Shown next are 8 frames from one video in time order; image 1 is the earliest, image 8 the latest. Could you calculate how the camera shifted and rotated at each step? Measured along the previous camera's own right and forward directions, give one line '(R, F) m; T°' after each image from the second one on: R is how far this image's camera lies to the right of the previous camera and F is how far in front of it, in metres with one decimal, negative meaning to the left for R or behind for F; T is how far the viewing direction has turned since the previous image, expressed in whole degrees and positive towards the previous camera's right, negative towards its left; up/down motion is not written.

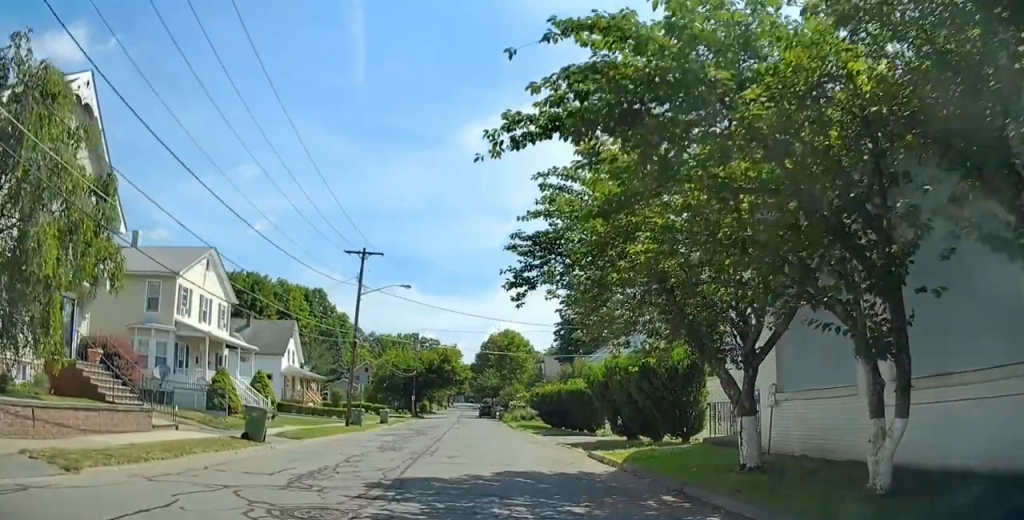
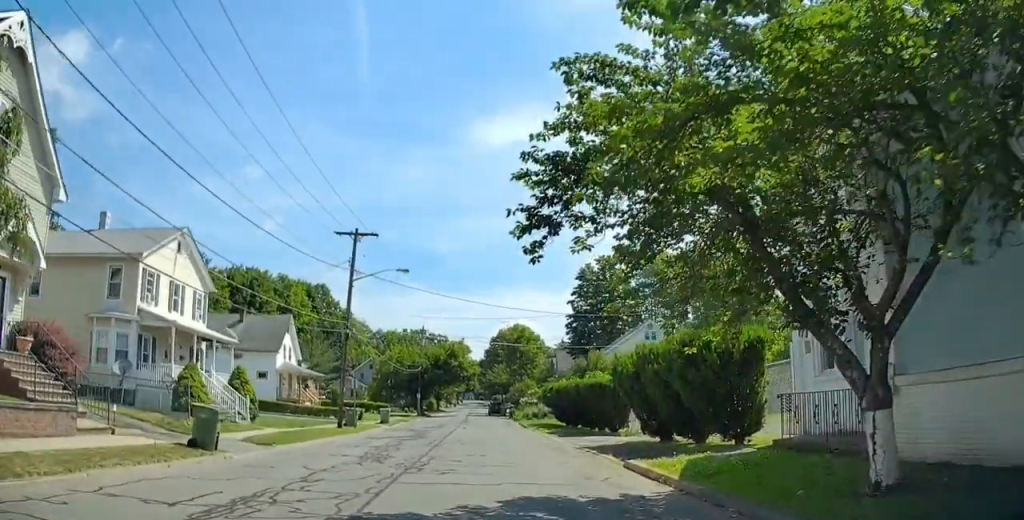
(+0.1, +4.2) m; -5°
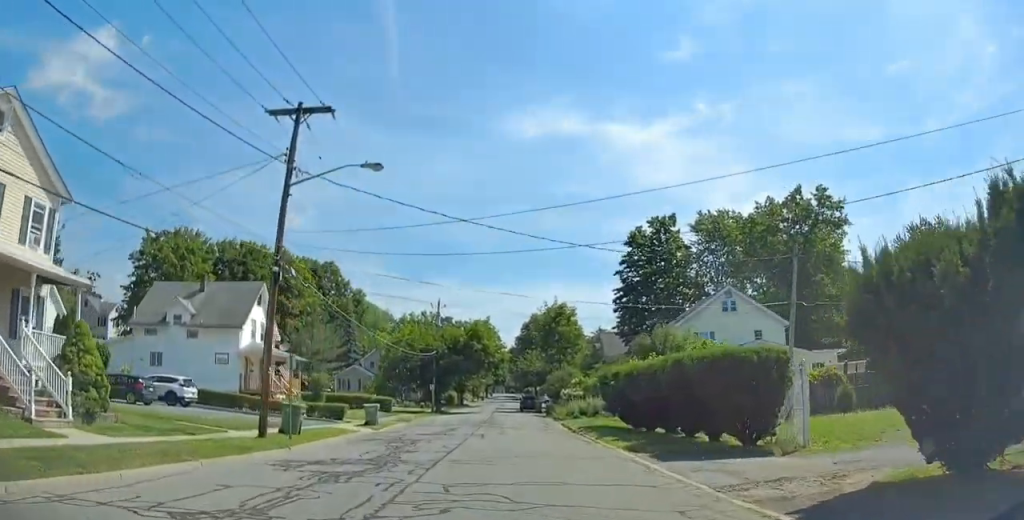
(-2.5, +15.2) m; -9°
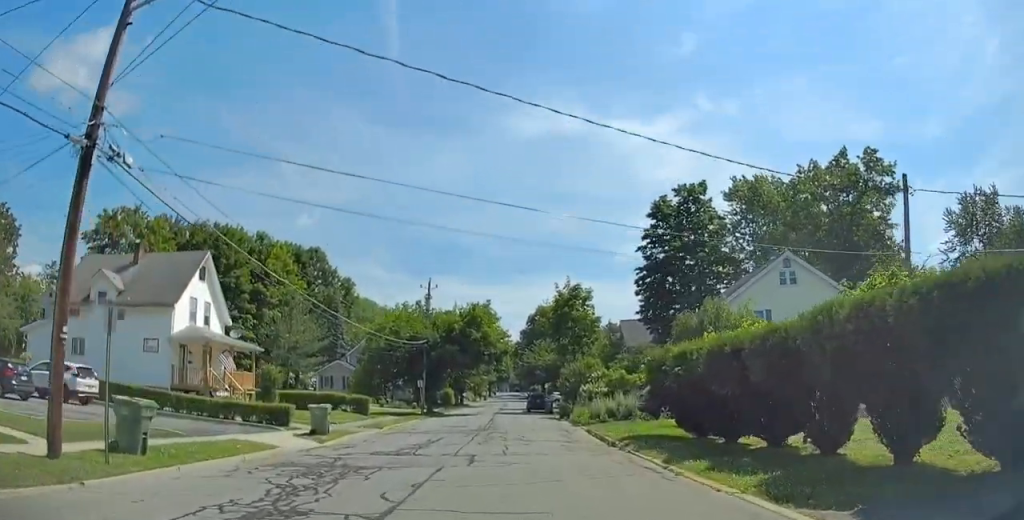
(+0.8, +10.6) m; +7°
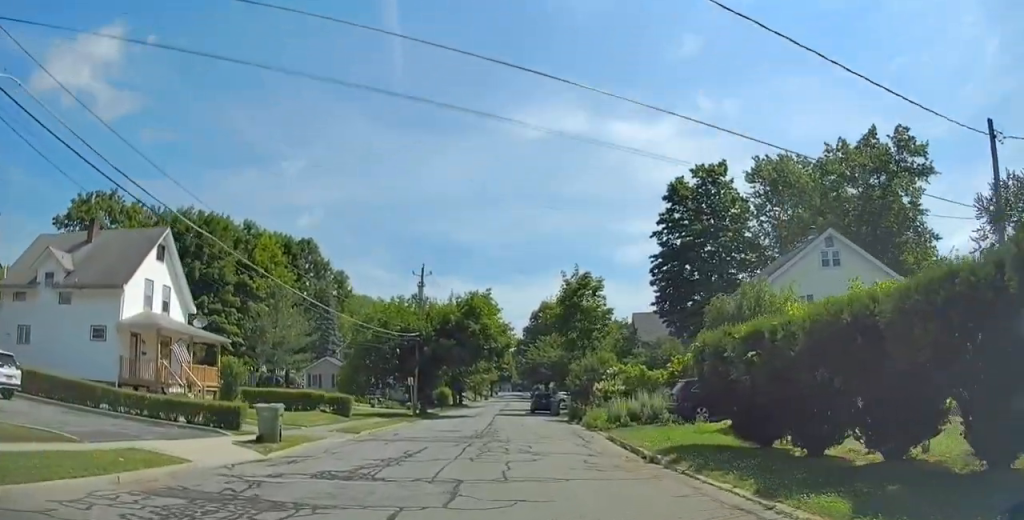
(+0.2, +5.9) m; +2°
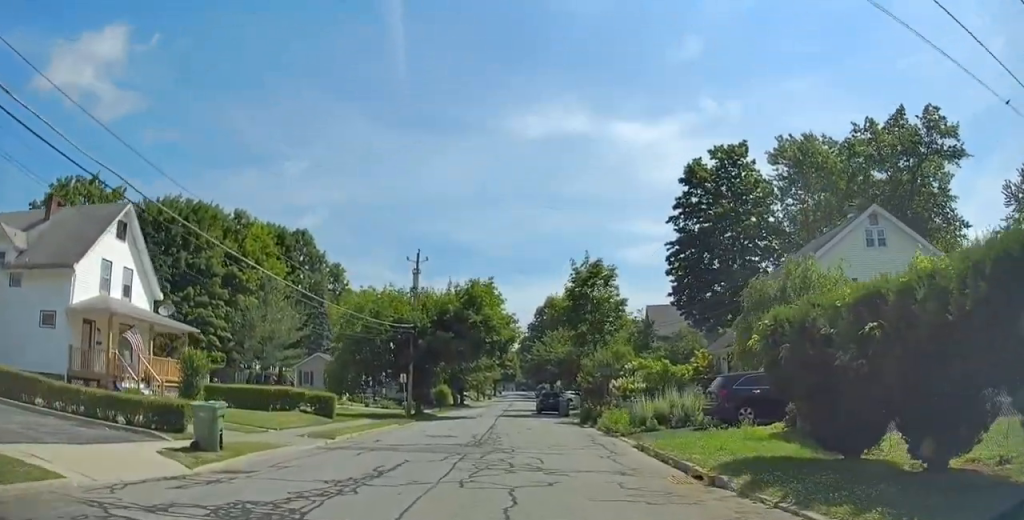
(-0.1, +4.5) m; 0°
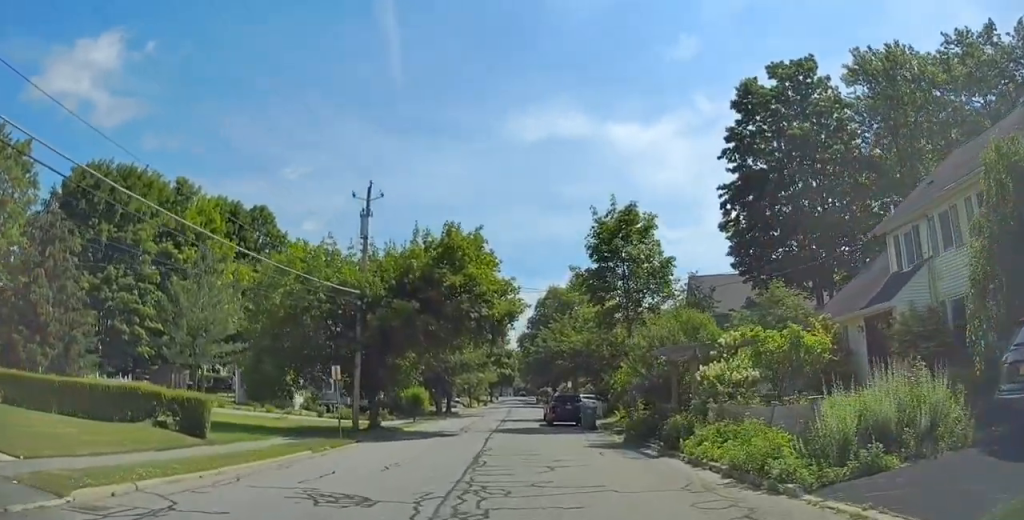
(+0.2, +14.6) m; +1°
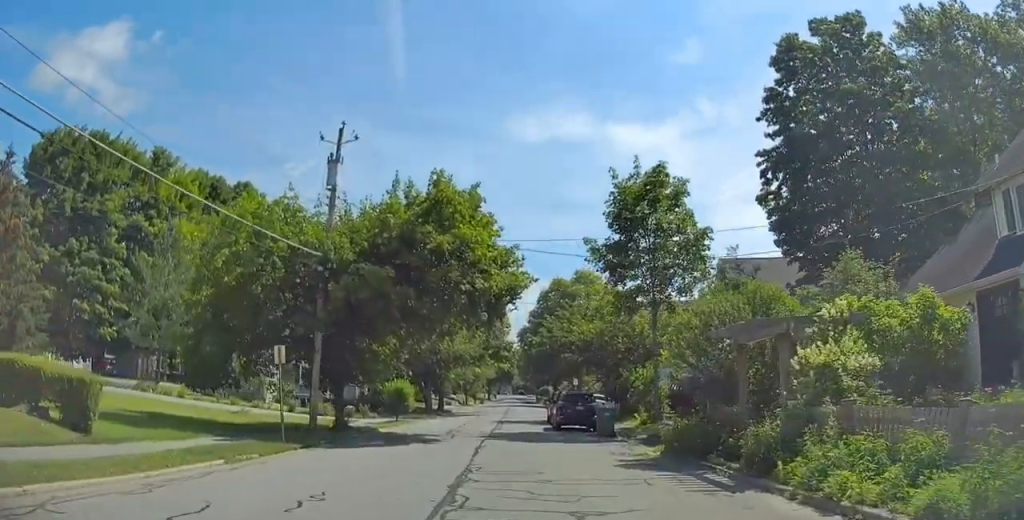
(0.0, +5.7) m; +1°
